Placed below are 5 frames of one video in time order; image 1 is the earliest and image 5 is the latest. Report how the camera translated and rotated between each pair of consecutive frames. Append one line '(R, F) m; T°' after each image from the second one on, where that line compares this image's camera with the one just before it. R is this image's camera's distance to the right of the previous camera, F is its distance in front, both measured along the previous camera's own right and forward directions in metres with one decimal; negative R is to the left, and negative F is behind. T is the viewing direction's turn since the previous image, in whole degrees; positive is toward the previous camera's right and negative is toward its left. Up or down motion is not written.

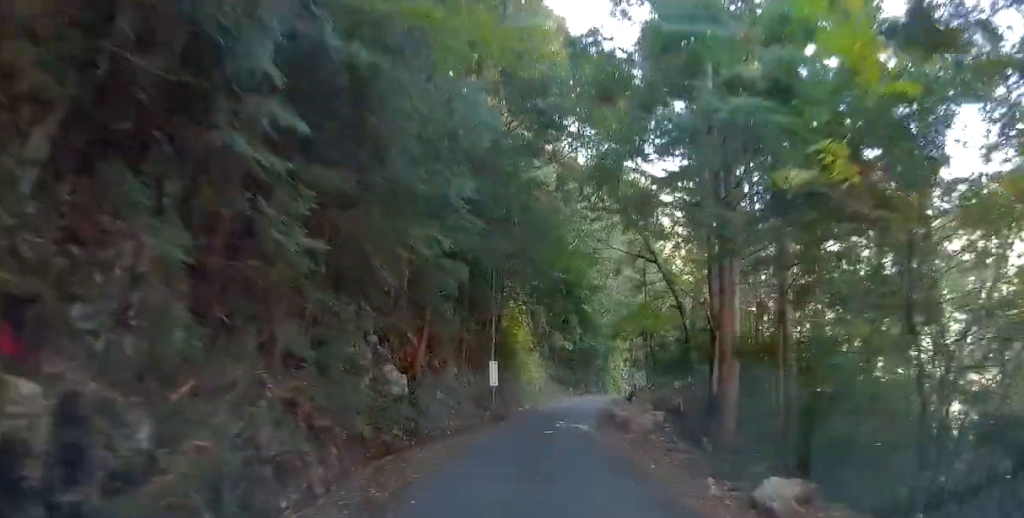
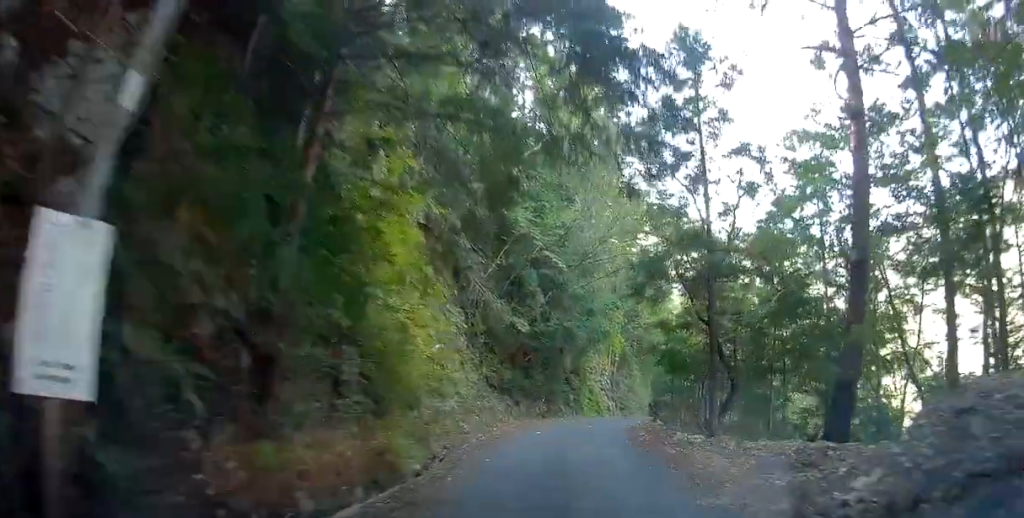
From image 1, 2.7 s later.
(-0.8, +16.1) m; +3°
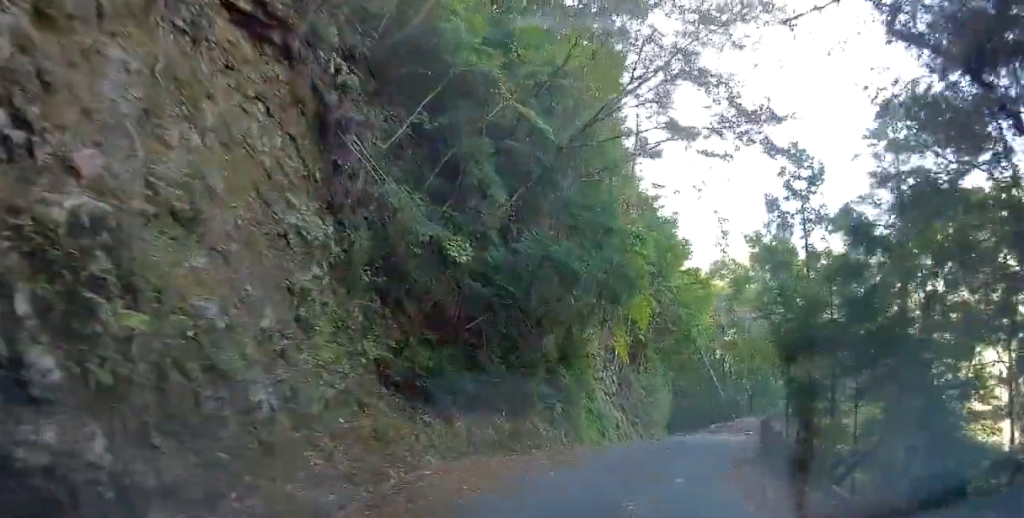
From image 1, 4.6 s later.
(-0.2, +13.1) m; +2°
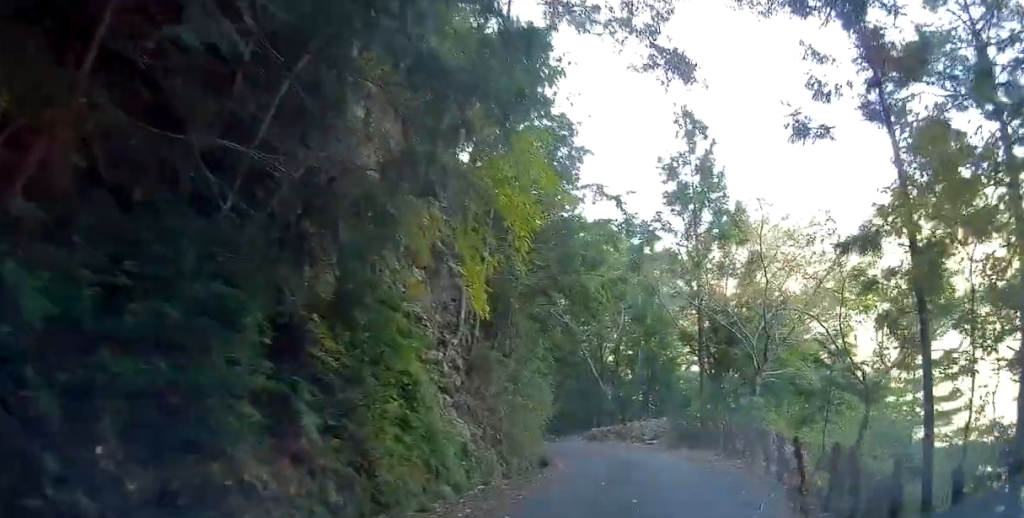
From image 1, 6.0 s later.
(+1.4, +9.5) m; +16°
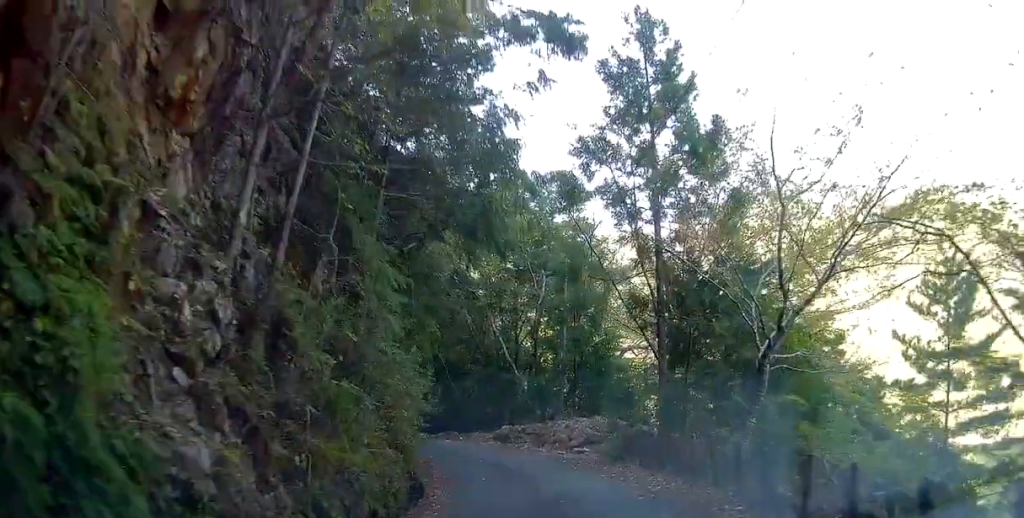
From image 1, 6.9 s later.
(+0.4, +6.0) m; +3°
